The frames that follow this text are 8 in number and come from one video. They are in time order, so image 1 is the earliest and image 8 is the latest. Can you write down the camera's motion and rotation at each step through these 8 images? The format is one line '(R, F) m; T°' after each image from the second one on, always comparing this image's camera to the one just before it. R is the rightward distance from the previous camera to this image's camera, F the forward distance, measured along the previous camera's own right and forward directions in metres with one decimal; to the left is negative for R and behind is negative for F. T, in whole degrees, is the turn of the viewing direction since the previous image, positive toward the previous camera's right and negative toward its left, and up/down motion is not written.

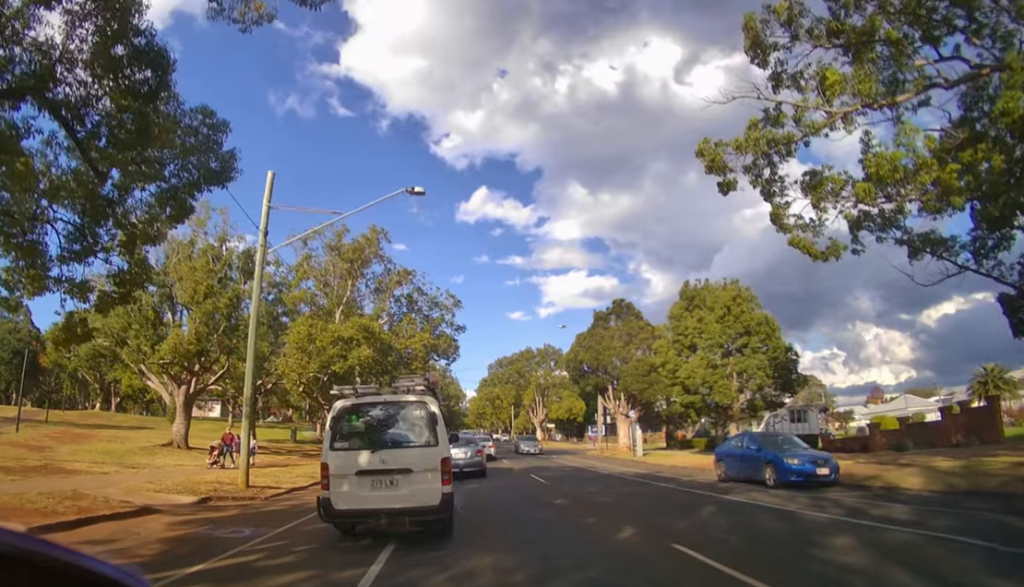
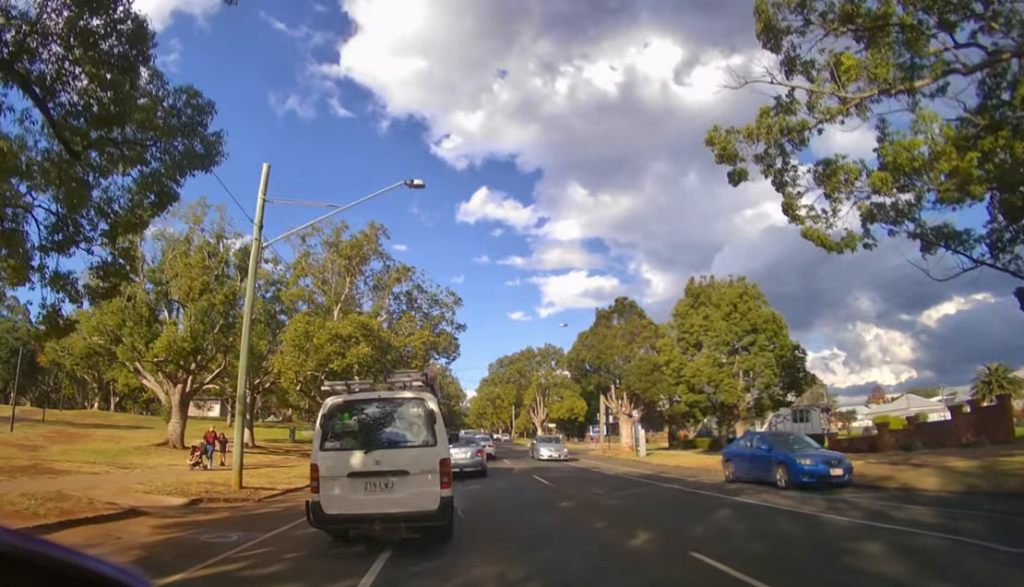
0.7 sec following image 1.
(+0.1, +0.6) m; 0°
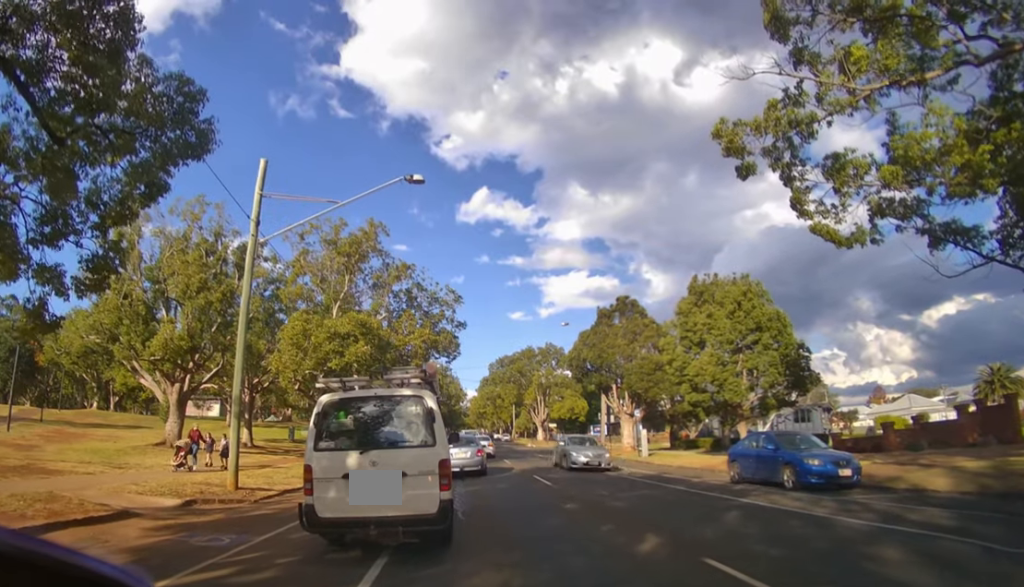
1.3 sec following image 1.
(0.0, +0.3) m; 0°
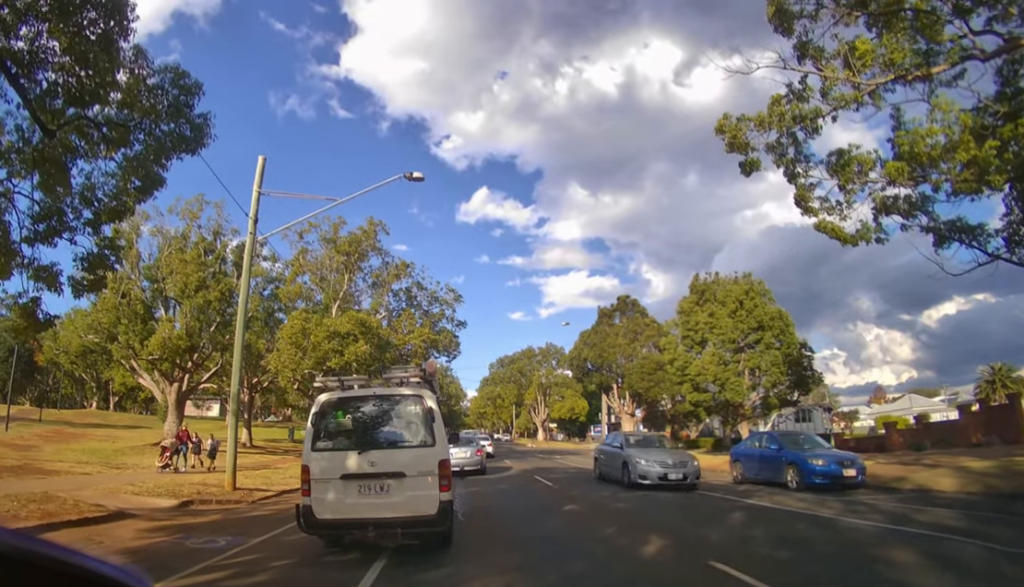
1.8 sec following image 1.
(0.0, +0.2) m; 0°
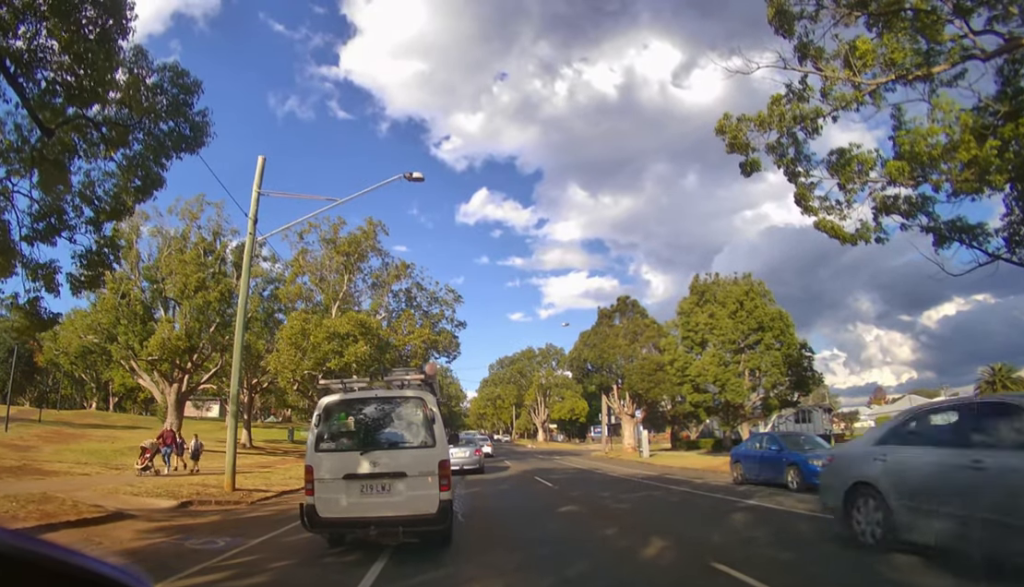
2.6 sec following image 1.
(-0.1, +0.1) m; 0°
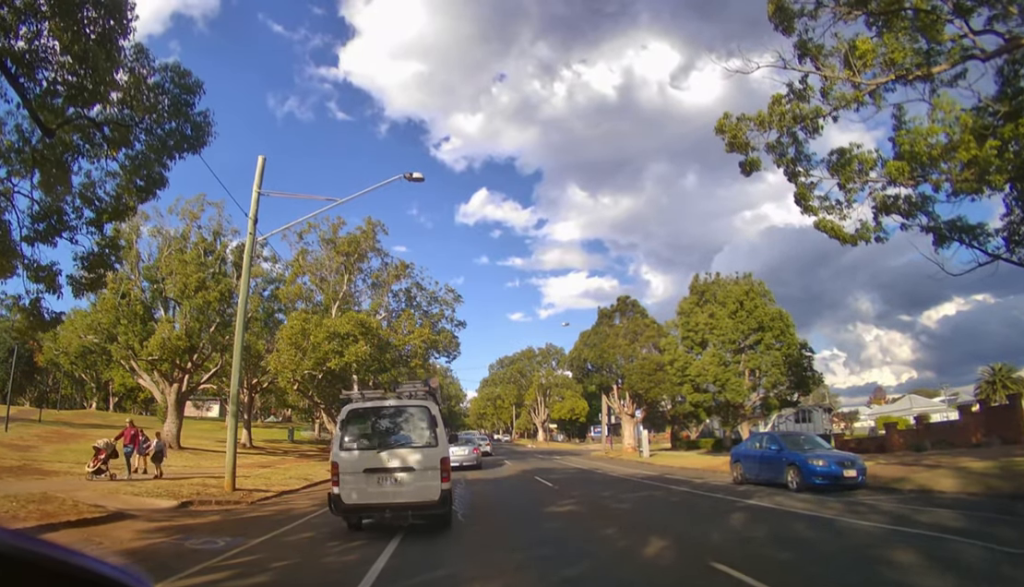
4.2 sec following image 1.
(0.0, 0.0) m; 0°
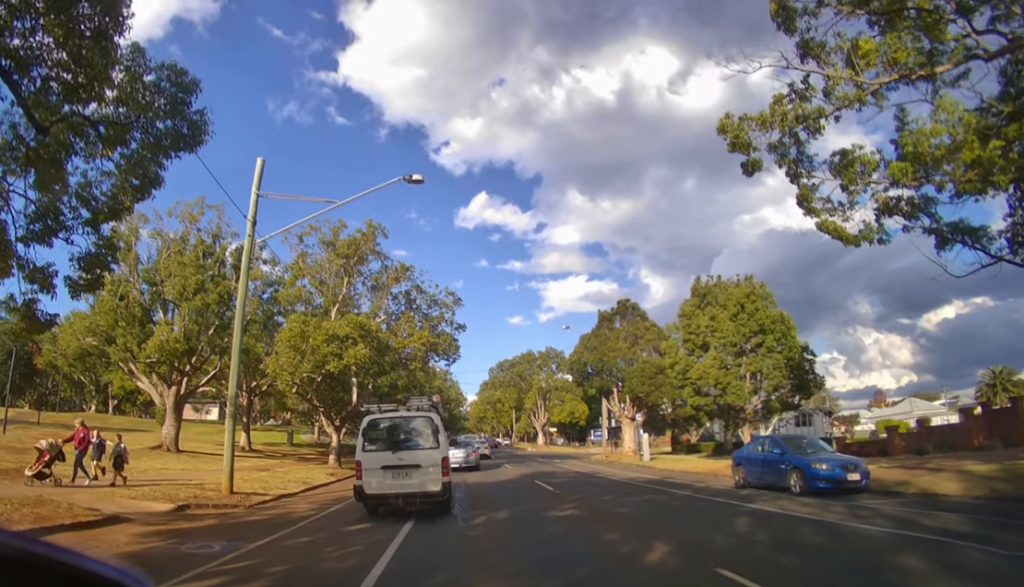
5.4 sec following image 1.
(0.0, -0.1) m; 0°
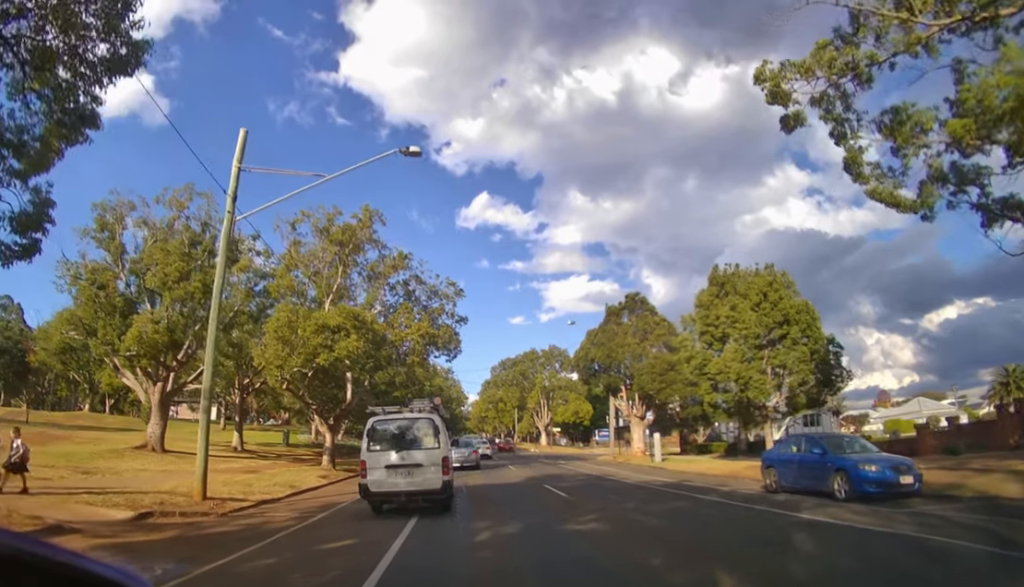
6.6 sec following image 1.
(+0.1, +0.6) m; -1°
